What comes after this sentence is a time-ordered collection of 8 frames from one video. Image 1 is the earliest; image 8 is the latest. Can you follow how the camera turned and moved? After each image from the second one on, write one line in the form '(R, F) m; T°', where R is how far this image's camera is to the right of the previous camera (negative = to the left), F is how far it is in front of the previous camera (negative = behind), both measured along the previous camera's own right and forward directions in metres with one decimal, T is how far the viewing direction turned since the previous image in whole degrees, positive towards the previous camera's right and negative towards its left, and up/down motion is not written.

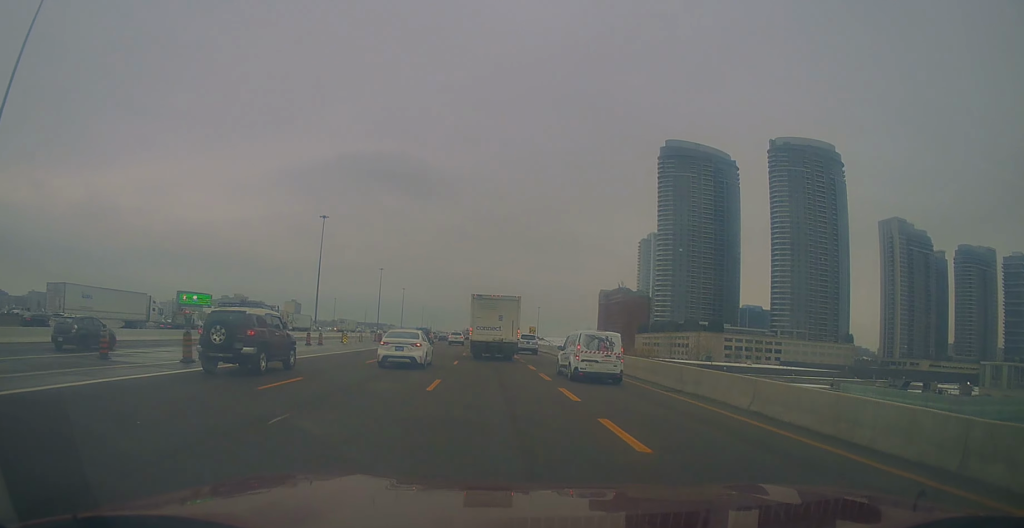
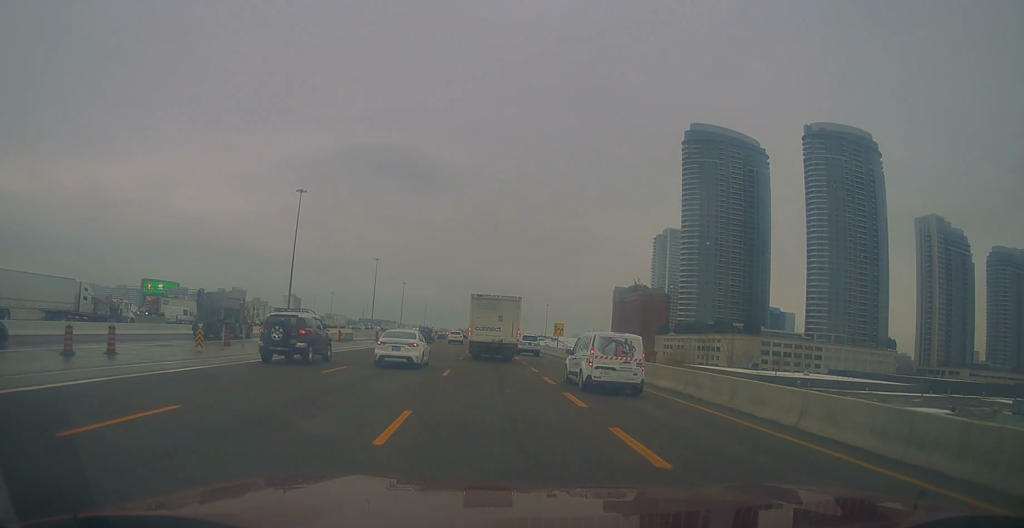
(-0.9, +31.1) m; -1°
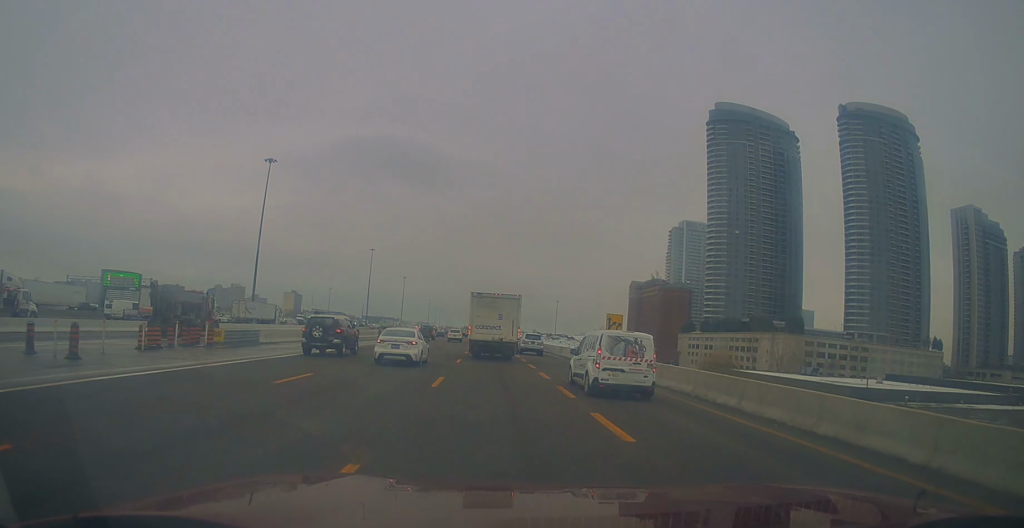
(+0.7, +28.6) m; 0°
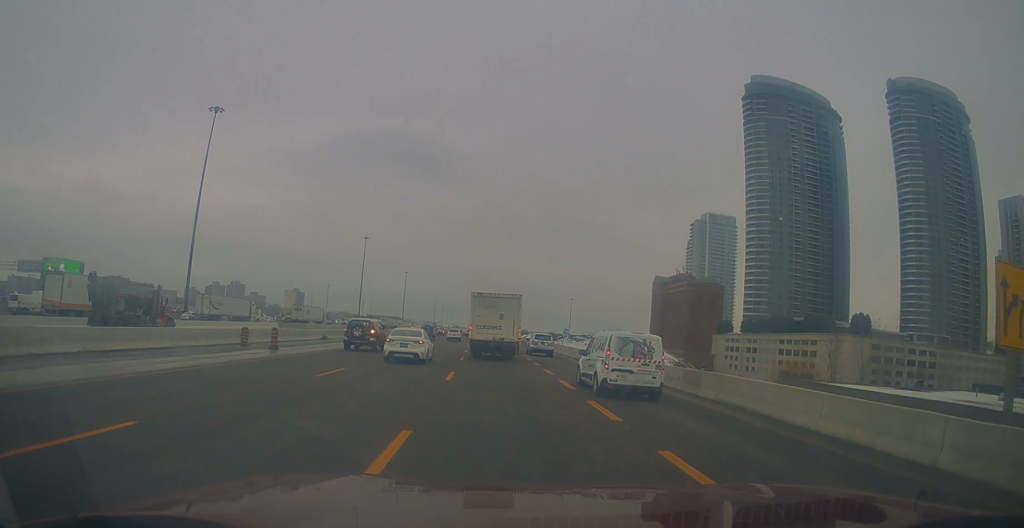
(-1.2, +33.9) m; -2°
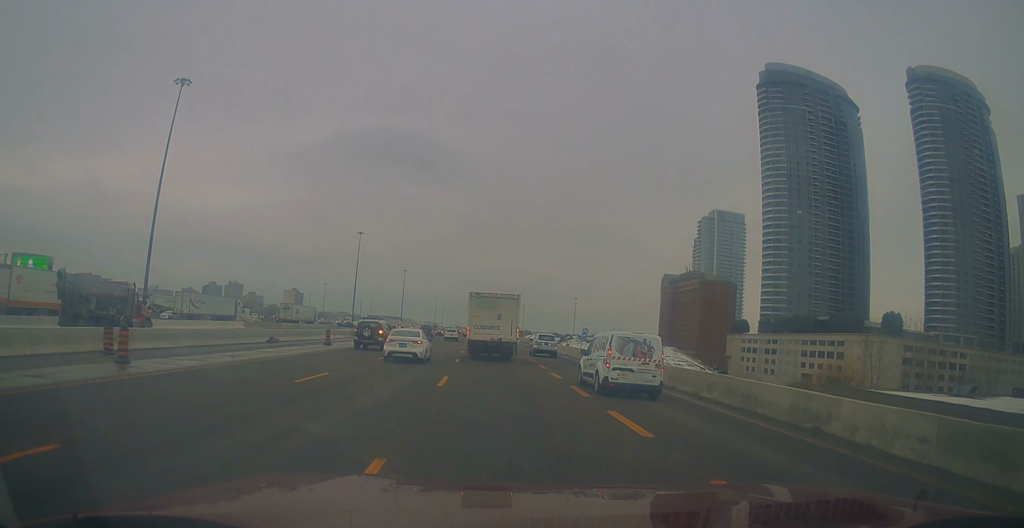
(+0.2, +13.8) m; 0°
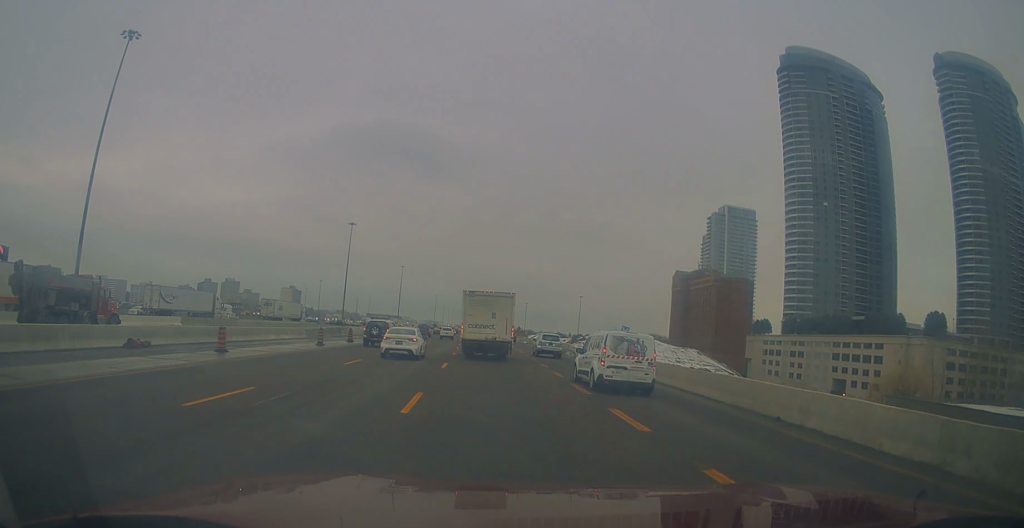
(-0.5, +17.3) m; 0°
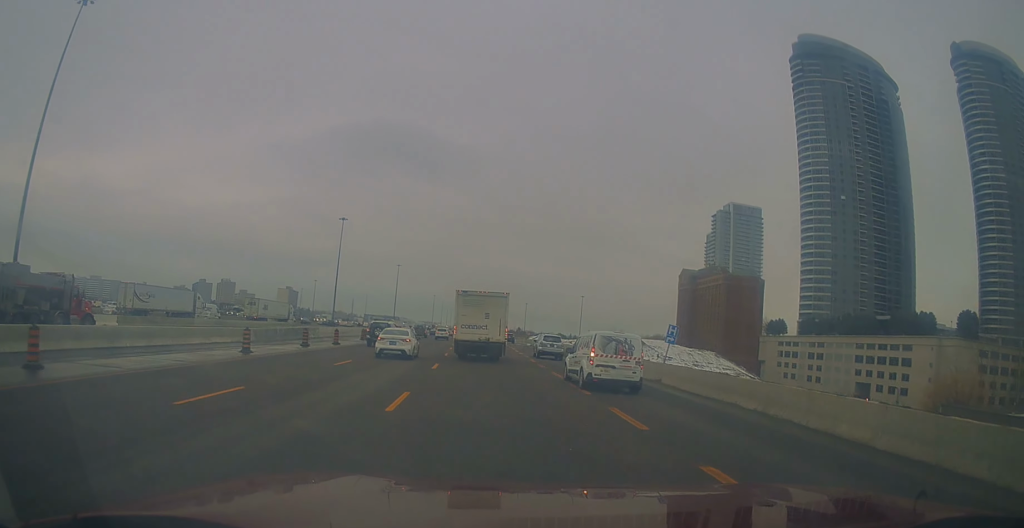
(+0.4, +11.9) m; +1°
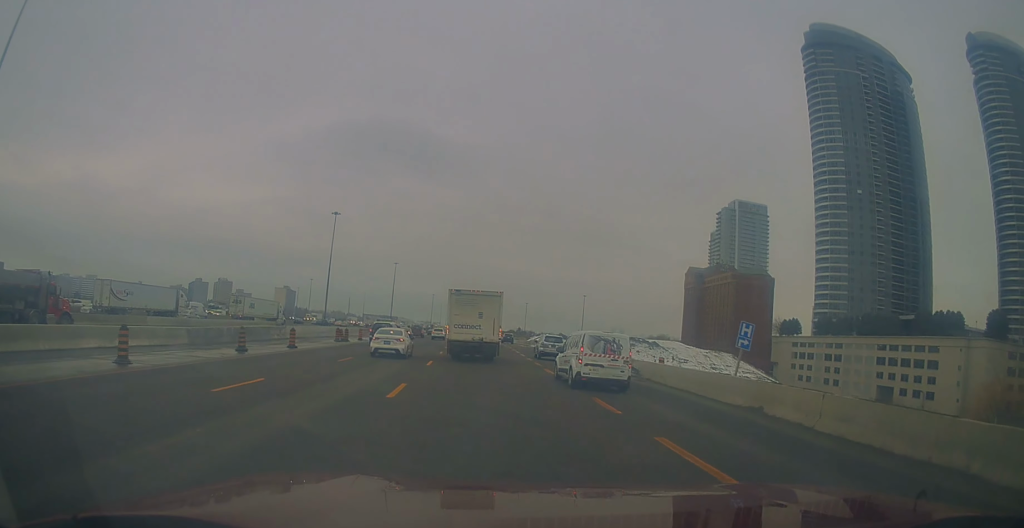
(+0.1, +9.8) m; +1°
